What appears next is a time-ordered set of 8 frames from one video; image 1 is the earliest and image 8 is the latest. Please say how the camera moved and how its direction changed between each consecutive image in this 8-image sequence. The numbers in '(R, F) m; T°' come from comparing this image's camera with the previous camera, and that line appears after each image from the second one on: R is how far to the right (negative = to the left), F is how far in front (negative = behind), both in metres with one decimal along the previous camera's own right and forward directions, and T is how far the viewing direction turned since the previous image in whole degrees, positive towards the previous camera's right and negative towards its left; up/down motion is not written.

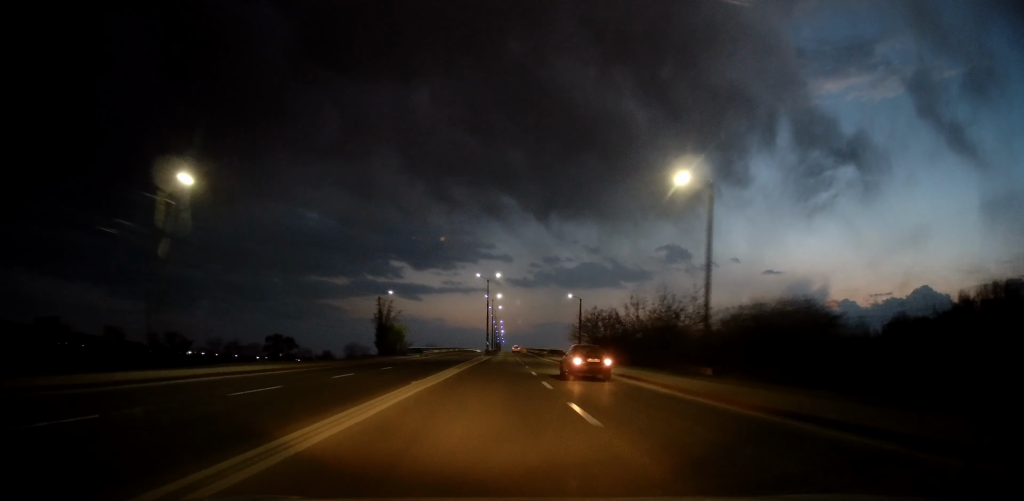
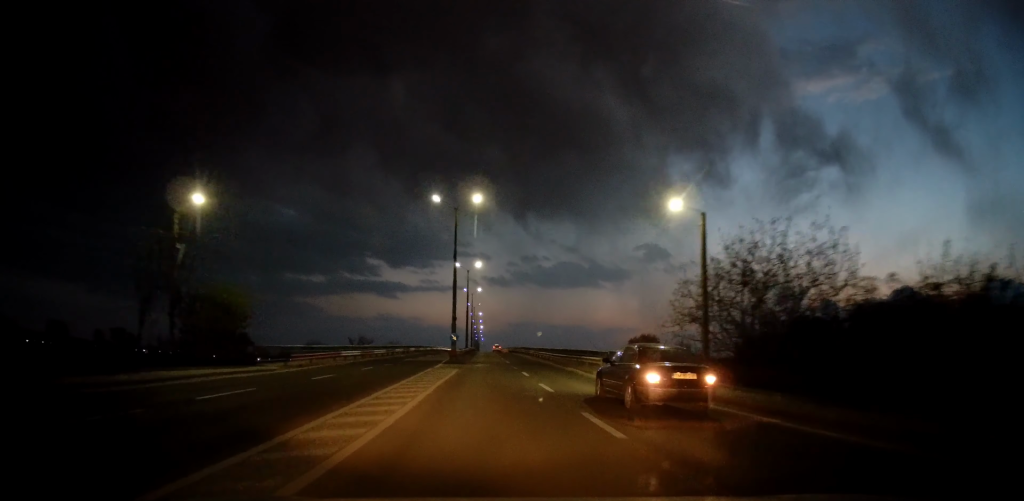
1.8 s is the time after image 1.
(+1.1, +41.2) m; +3°
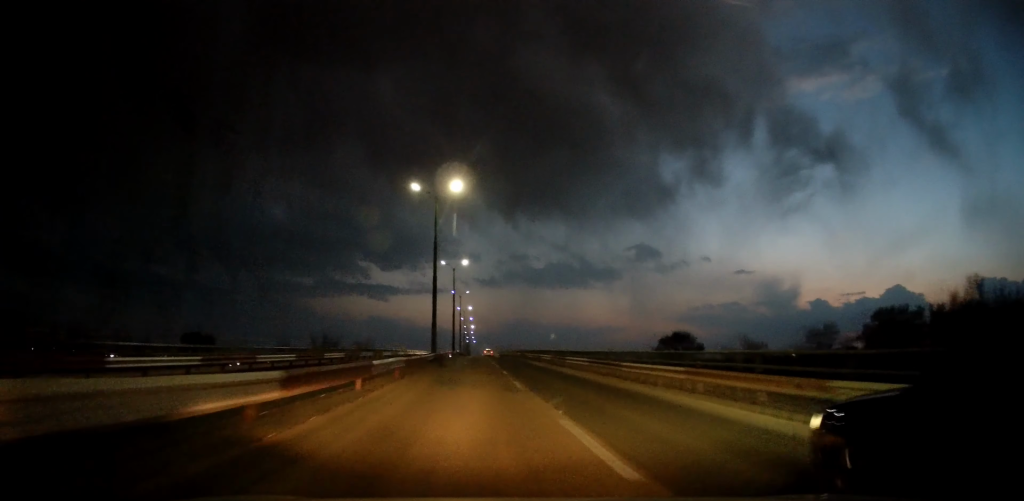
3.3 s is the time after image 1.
(+0.3, +36.1) m; 0°
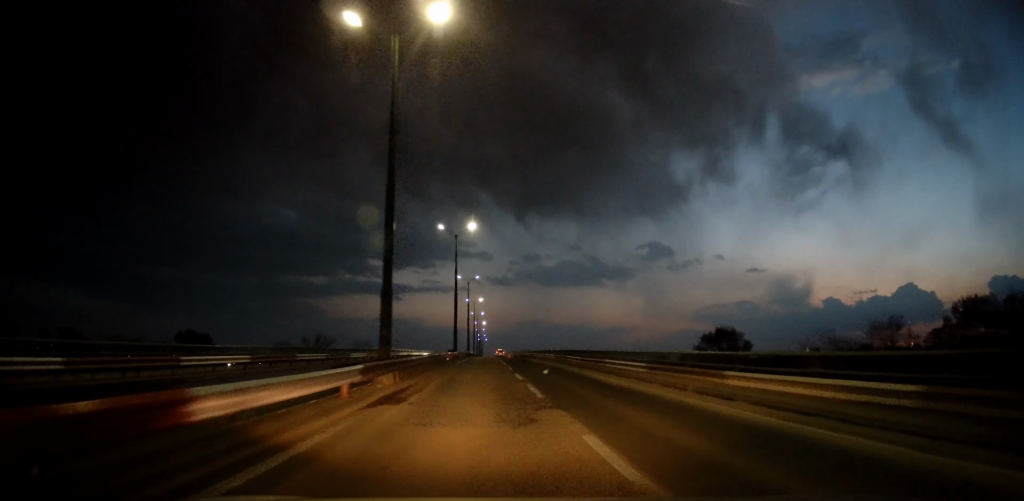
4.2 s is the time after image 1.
(+0.1, +19.8) m; 0°
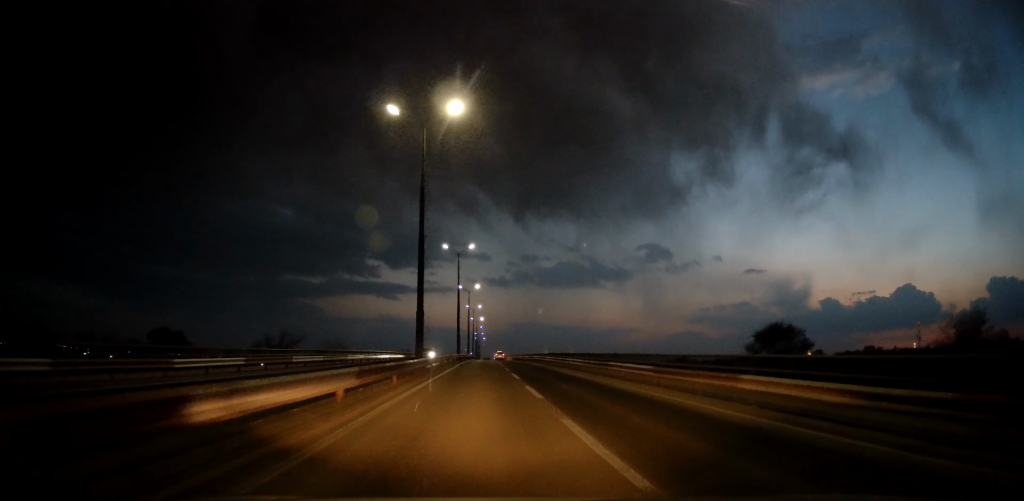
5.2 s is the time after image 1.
(-0.1, +24.6) m; -1°
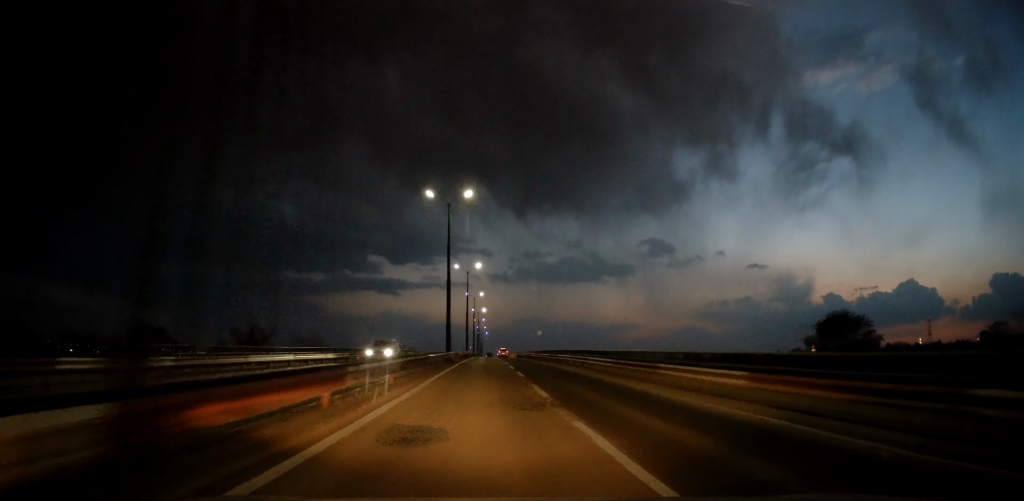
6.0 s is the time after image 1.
(-0.2, +18.3) m; -1°
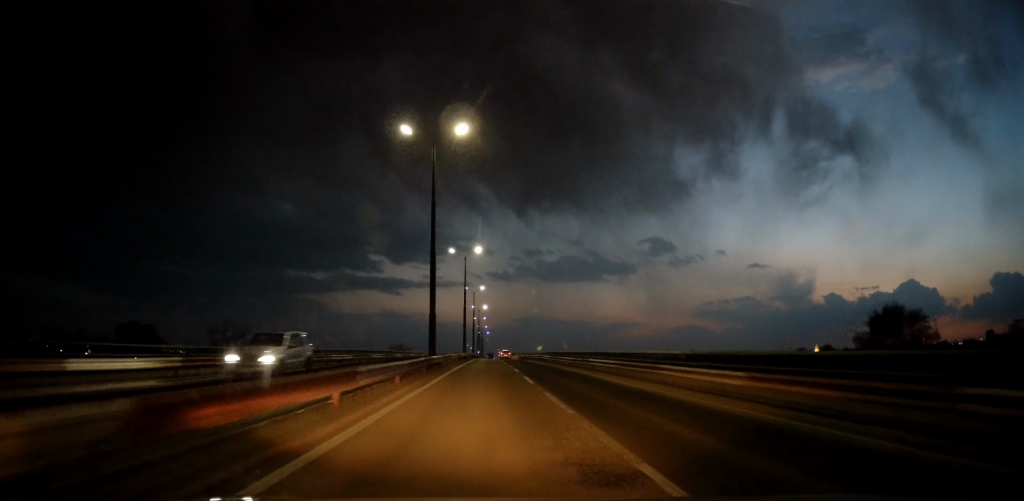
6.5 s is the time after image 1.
(0.0, +11.9) m; 0°
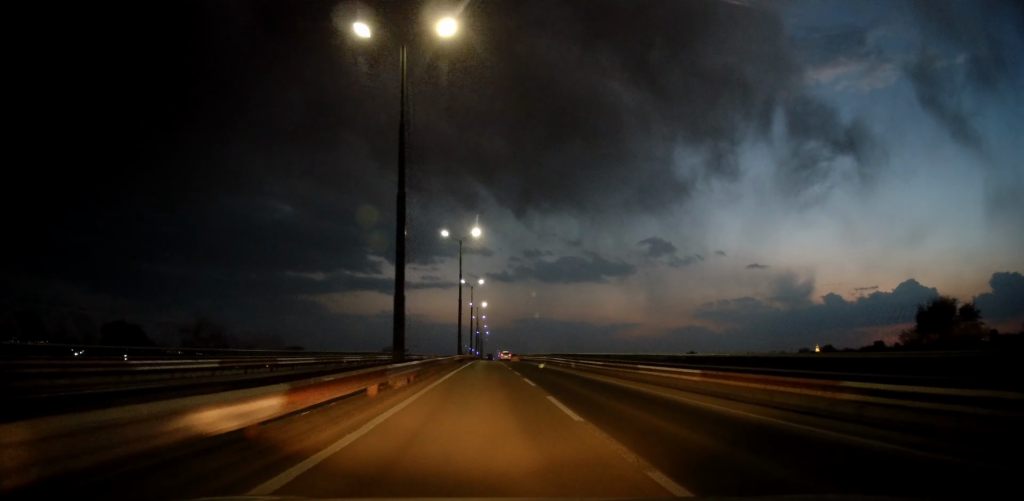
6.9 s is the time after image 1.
(0.0, +9.5) m; 0°
